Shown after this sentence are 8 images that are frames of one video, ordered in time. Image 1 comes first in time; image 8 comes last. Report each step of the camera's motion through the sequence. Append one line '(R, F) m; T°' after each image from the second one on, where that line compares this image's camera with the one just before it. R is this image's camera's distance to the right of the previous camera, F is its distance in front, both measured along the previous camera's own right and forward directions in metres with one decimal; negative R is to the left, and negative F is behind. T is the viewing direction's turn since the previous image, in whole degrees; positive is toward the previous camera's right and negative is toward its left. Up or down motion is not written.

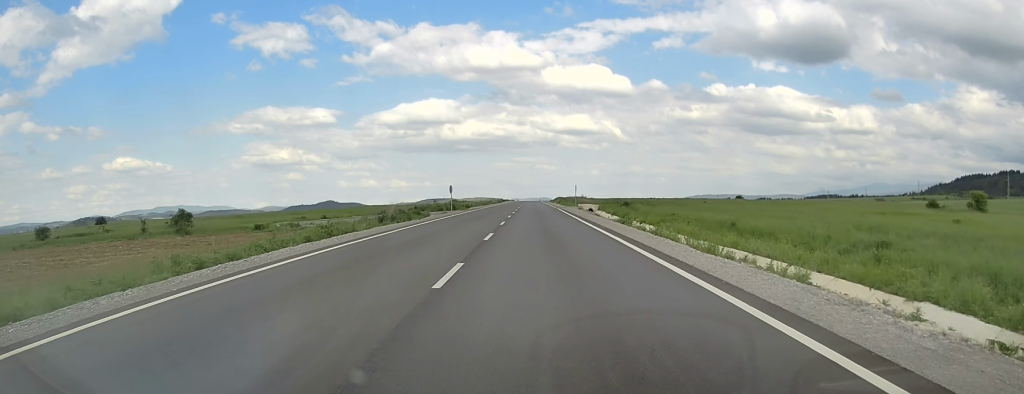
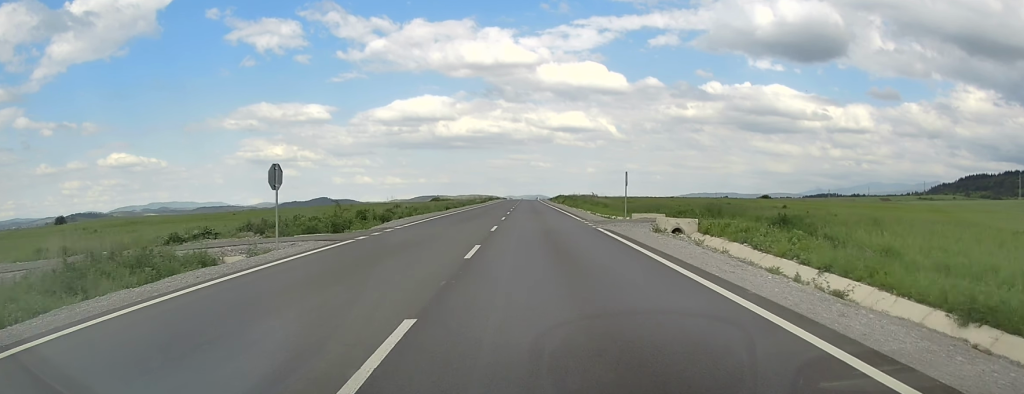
(+0.3, +41.7) m; 0°
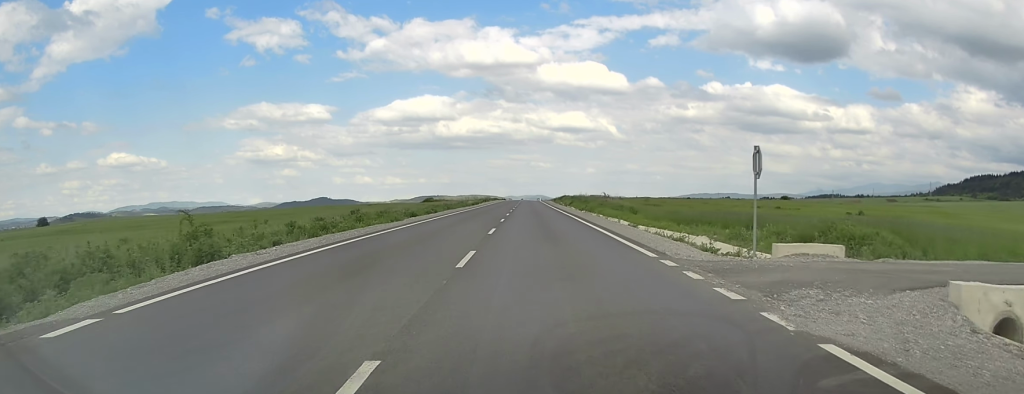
(-0.2, +19.8) m; 0°
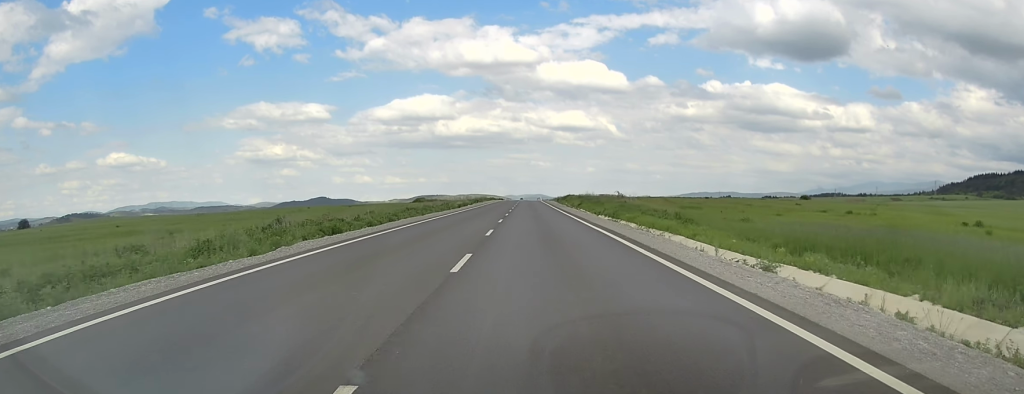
(-0.1, +18.9) m; 0°
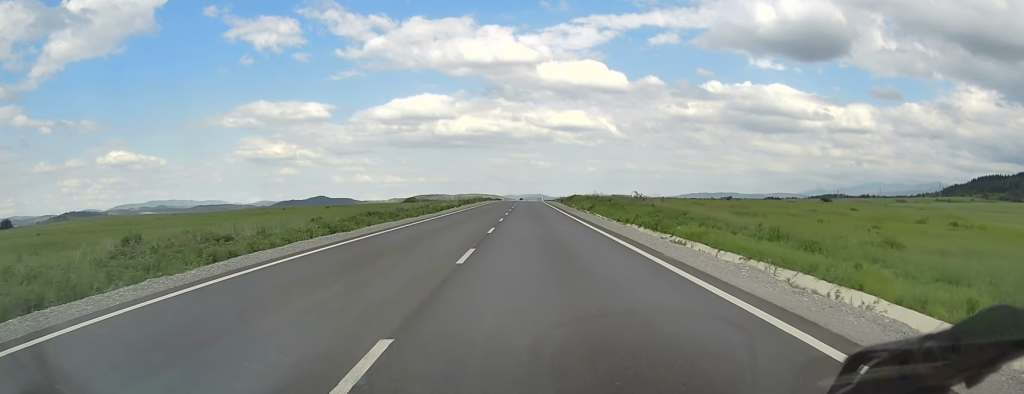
(+0.2, +16.9) m; 0°
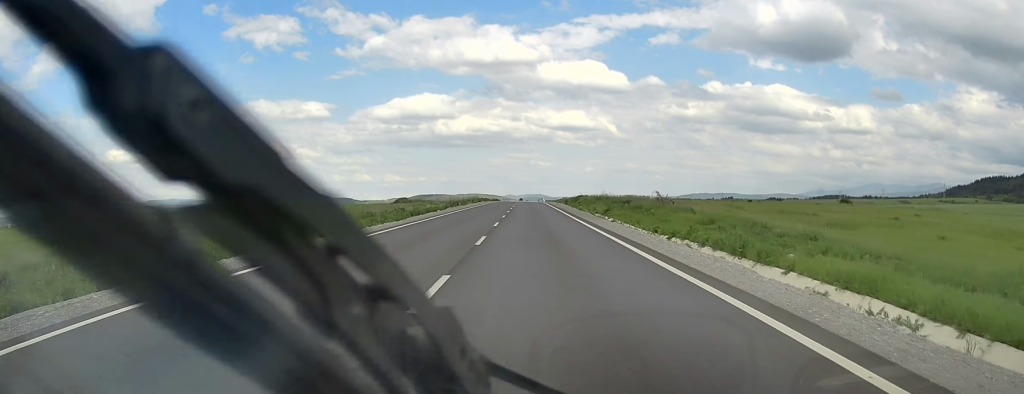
(+0.1, +13.9) m; 0°
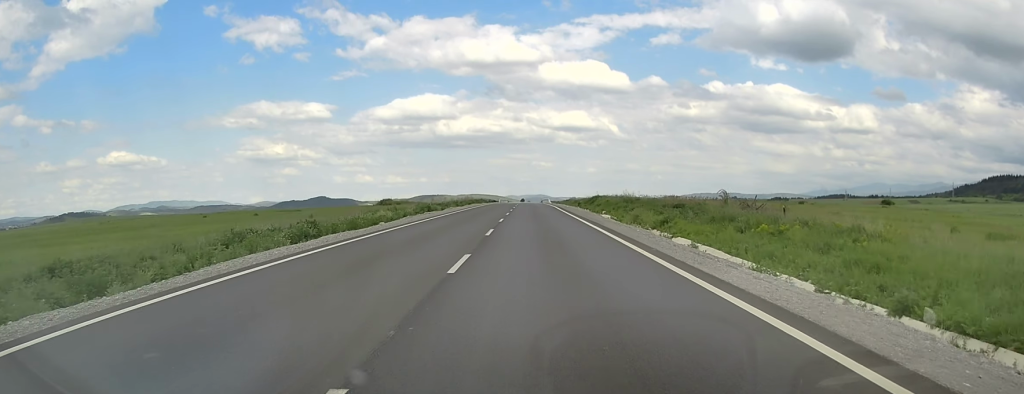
(0.0, +23.9) m; 0°
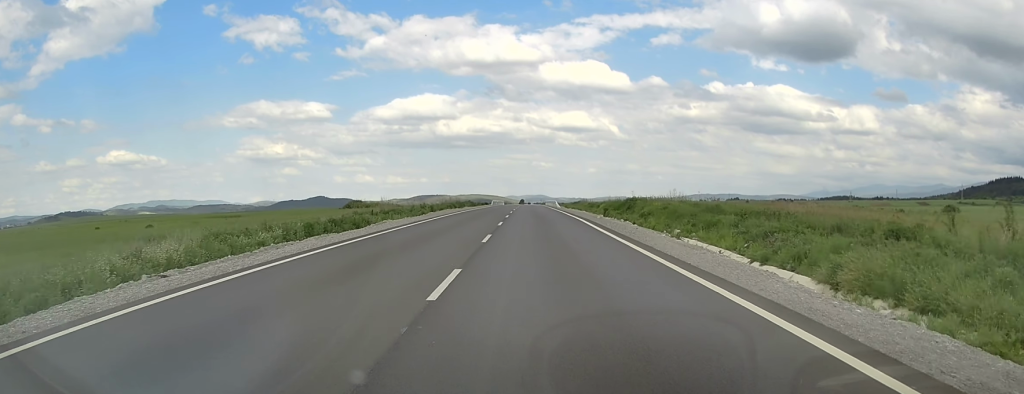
(0.0, +29.8) m; -1°
